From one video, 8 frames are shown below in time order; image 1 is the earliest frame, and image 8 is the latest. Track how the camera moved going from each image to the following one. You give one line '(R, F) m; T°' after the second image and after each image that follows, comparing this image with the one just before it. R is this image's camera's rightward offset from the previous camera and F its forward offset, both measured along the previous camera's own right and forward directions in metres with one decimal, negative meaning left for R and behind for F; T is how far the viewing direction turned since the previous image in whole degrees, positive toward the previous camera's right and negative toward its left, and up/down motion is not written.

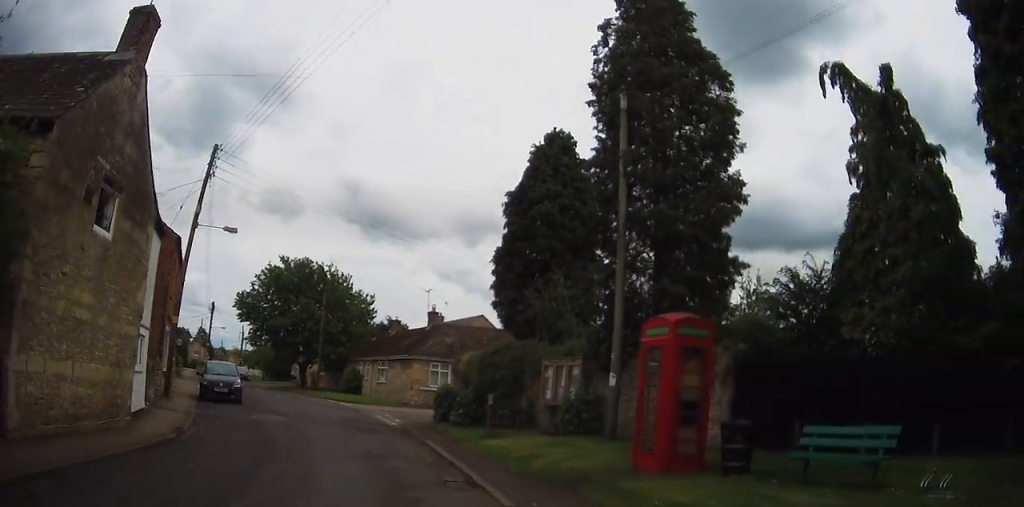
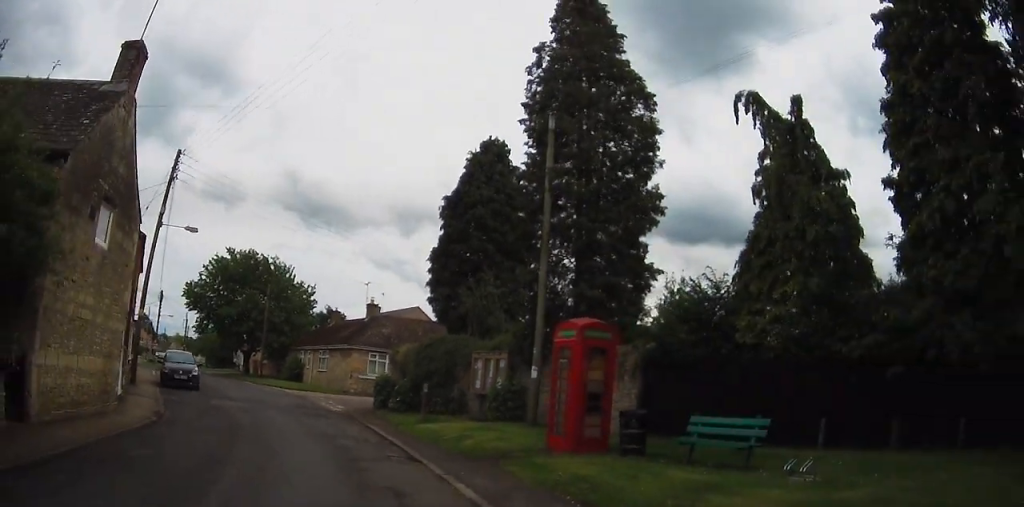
(+0.1, +2.0) m; +7°
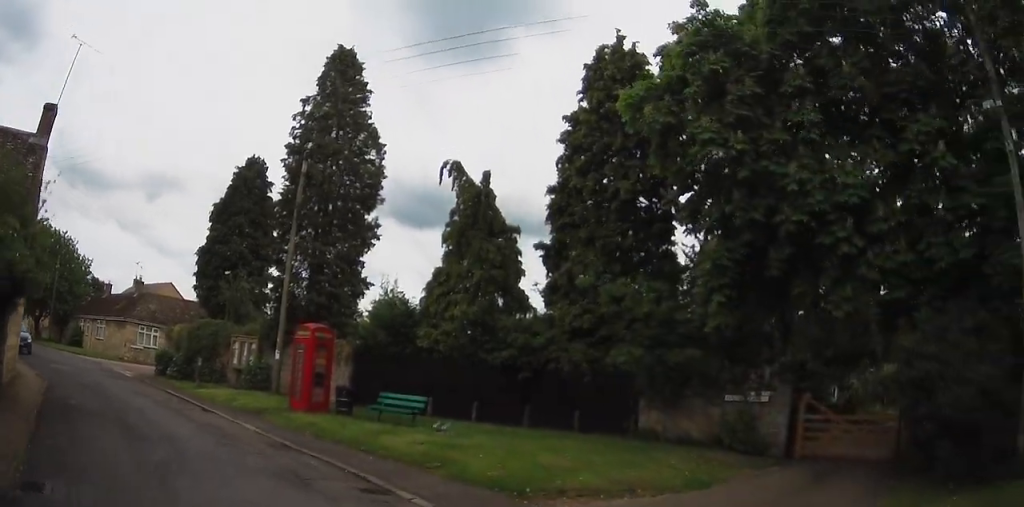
(+1.5, +6.3) m; +23°
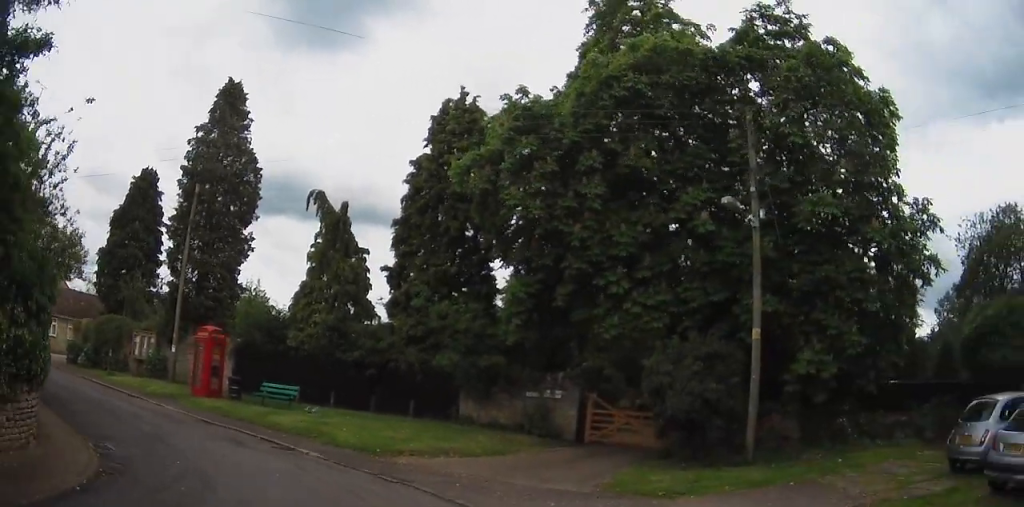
(+0.3, +4.8) m; +11°
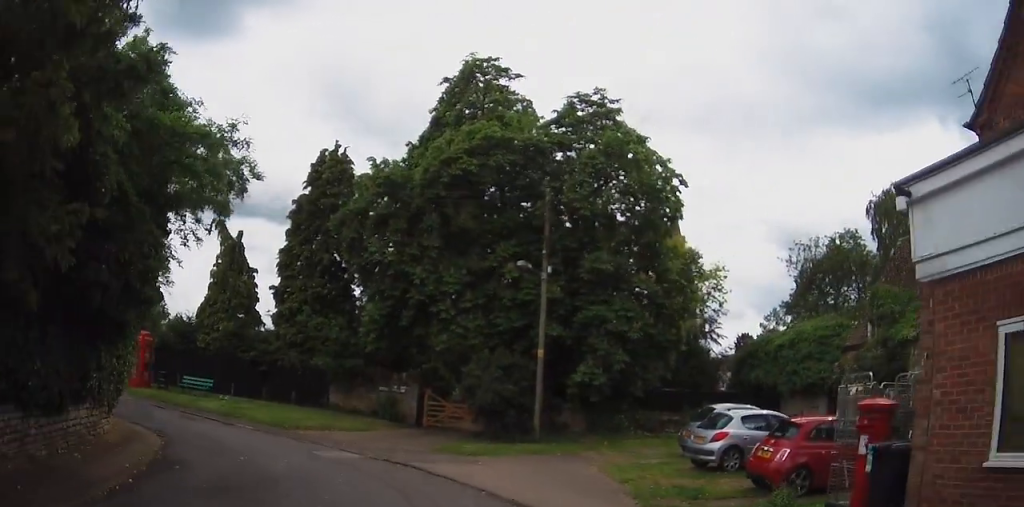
(+1.0, +6.7) m; +14°
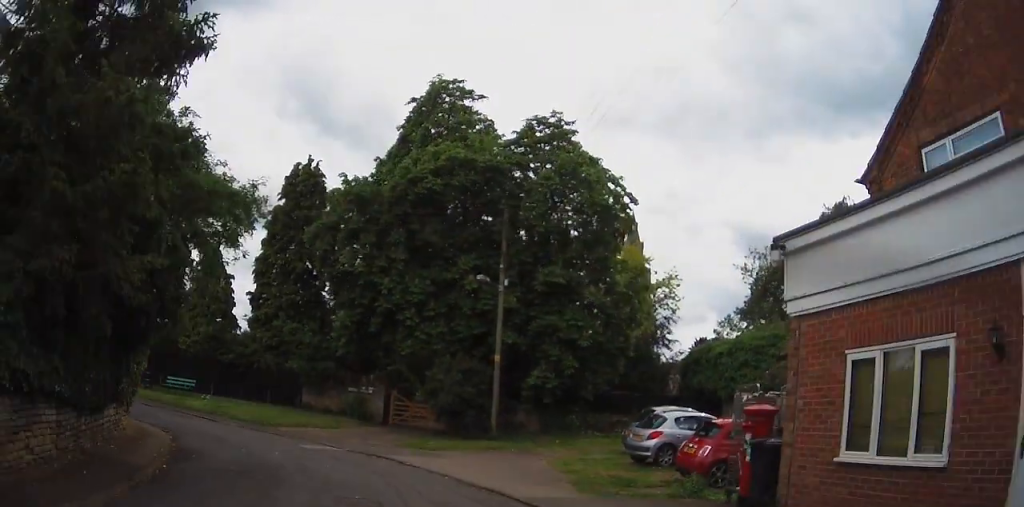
(0.0, +2.0) m; +4°
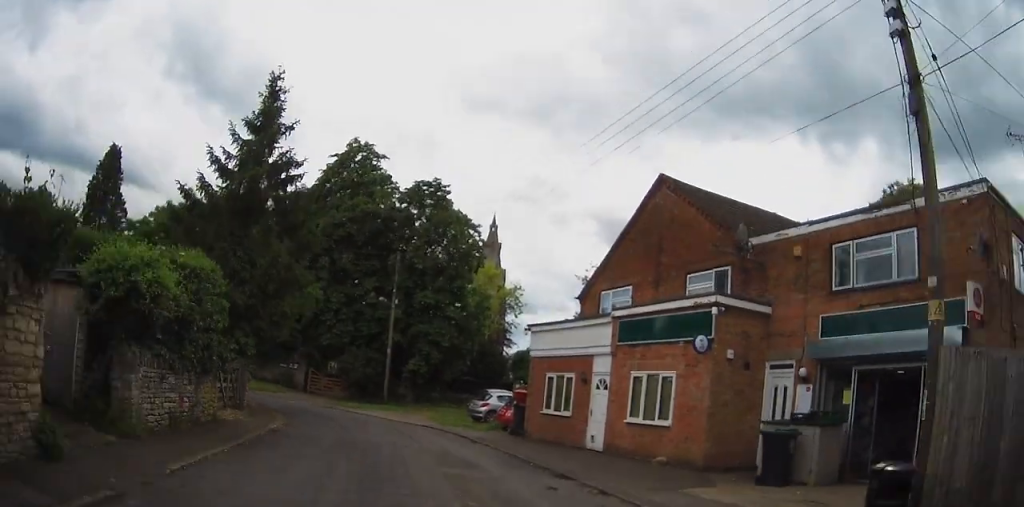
(+1.8, +12.0) m; +10°
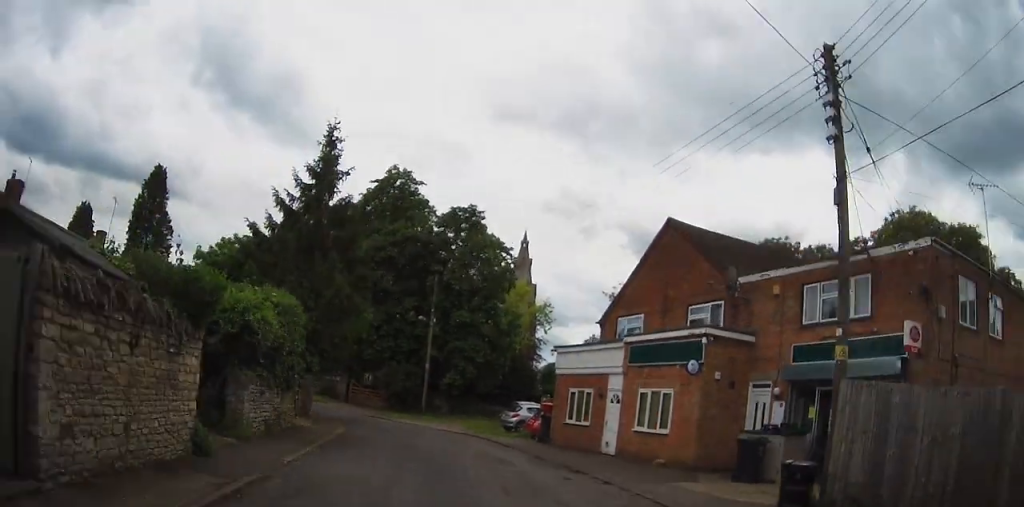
(0.0, +3.0) m; 0°
